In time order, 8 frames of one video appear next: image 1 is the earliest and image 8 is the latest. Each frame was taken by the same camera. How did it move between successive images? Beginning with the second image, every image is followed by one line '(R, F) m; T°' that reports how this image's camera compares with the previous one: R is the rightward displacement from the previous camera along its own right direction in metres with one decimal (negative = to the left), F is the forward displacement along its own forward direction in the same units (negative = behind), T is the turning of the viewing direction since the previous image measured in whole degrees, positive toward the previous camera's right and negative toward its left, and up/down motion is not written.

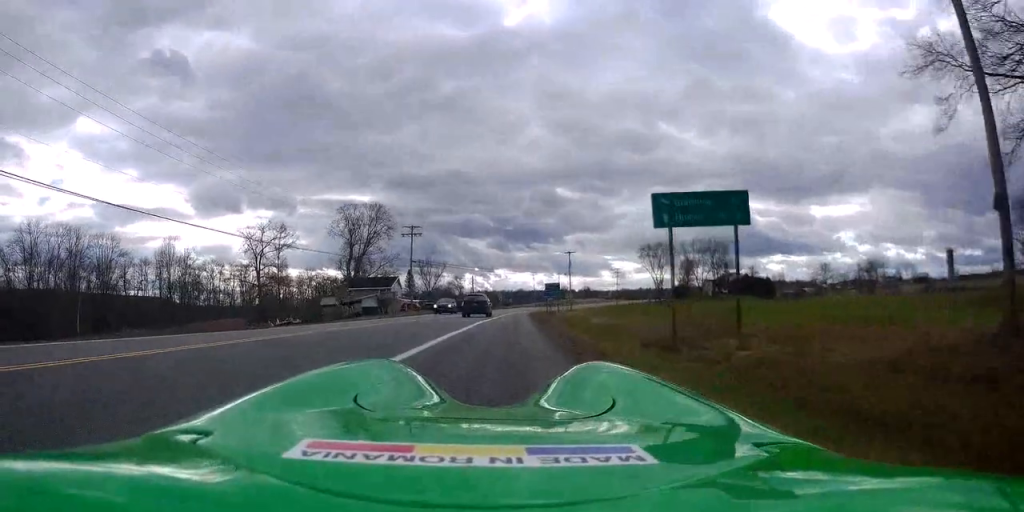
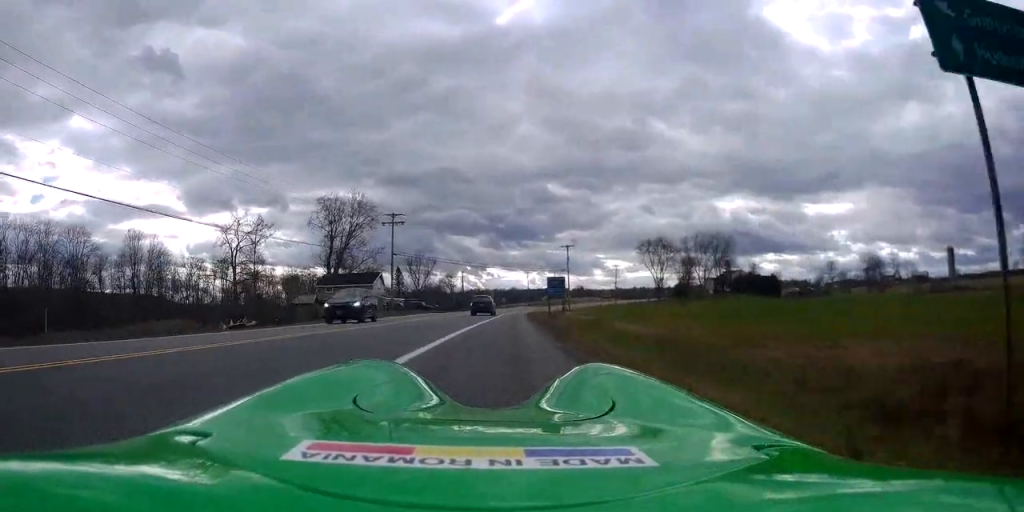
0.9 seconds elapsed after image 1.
(+0.3, +8.9) m; +3°
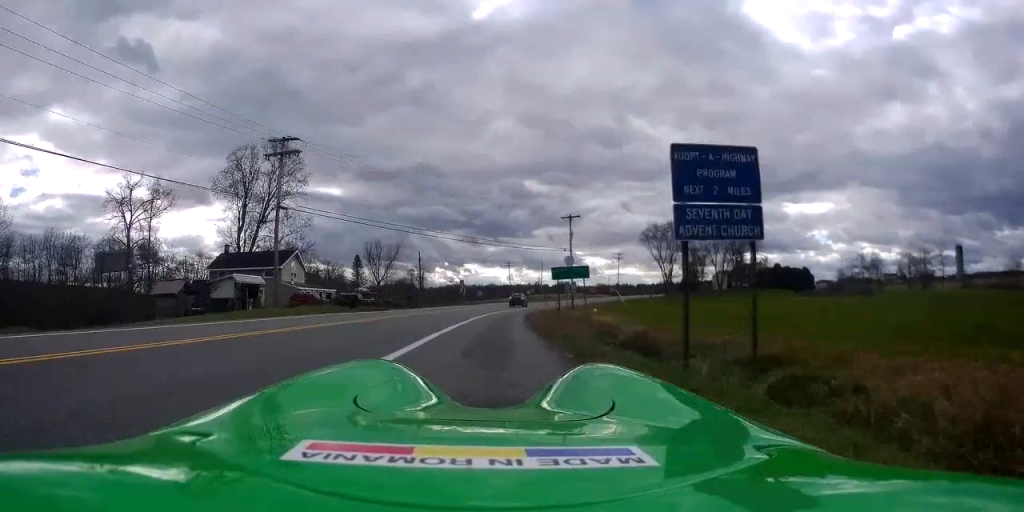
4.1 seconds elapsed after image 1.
(+0.7, +32.2) m; +1°
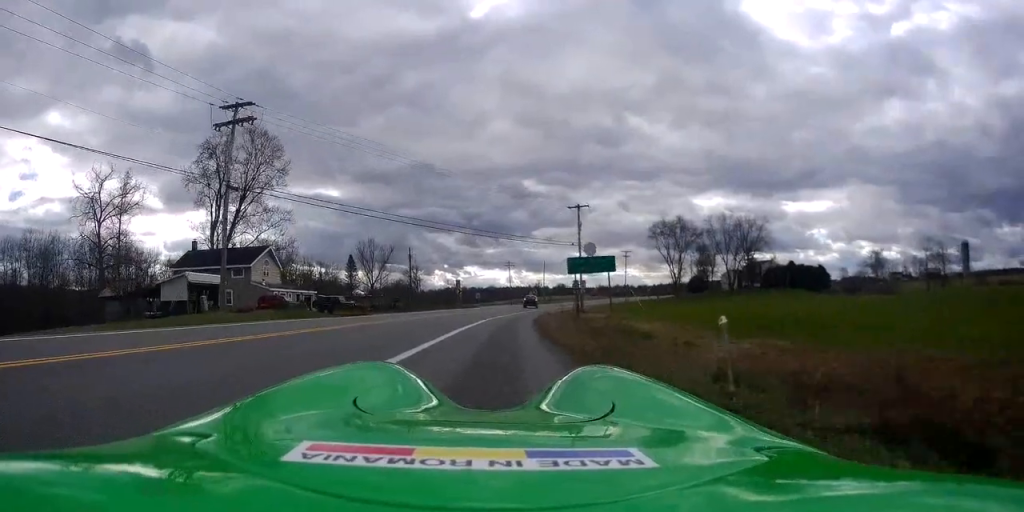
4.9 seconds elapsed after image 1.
(-0.1, +7.9) m; 0°
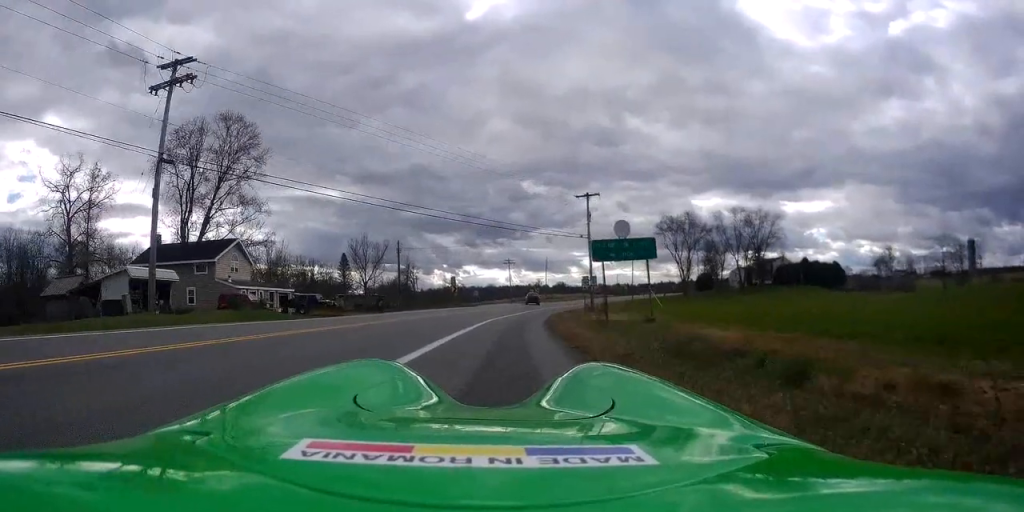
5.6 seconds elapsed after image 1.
(0.0, +7.4) m; 0°
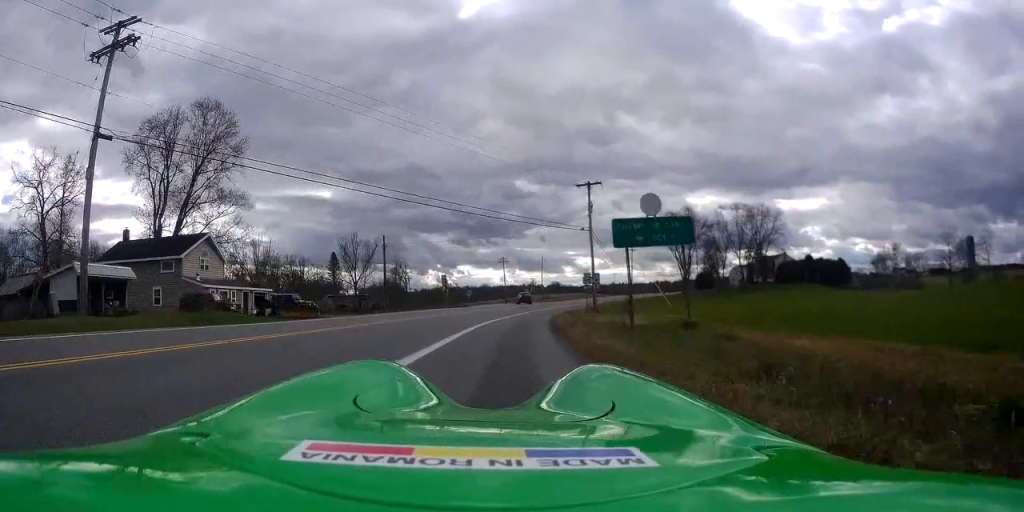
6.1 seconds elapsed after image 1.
(0.0, +4.5) m; 0°
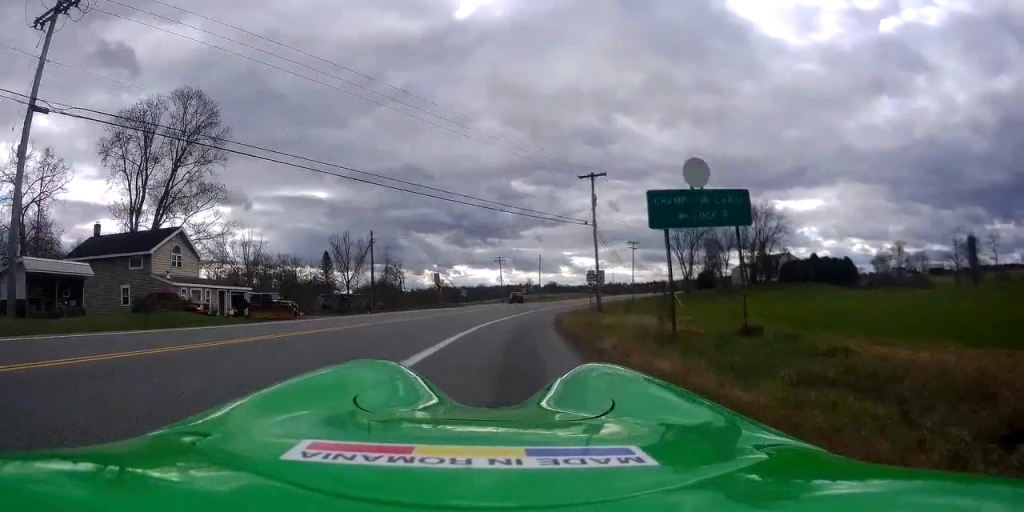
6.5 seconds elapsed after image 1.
(0.0, +4.1) m; 0°
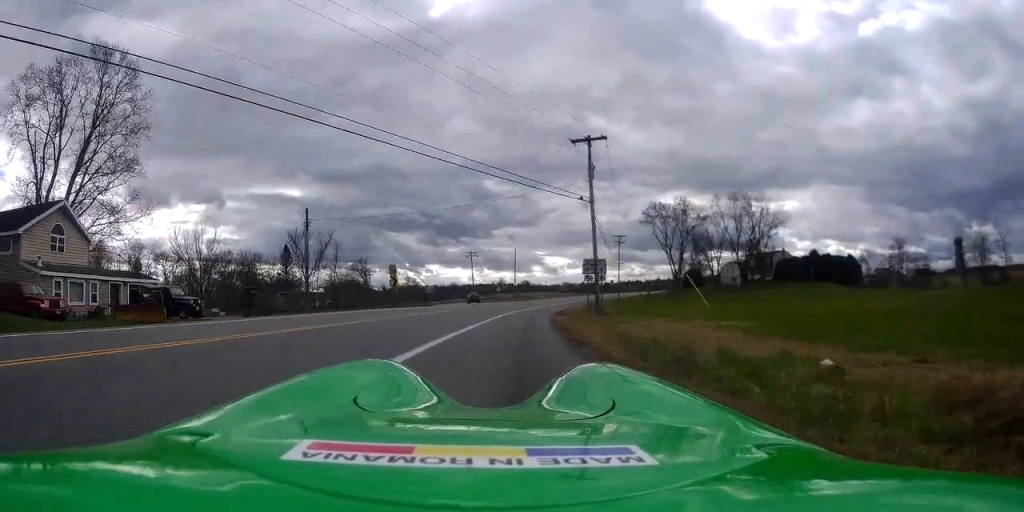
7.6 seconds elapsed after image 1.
(-0.1, +11.2) m; +1°
